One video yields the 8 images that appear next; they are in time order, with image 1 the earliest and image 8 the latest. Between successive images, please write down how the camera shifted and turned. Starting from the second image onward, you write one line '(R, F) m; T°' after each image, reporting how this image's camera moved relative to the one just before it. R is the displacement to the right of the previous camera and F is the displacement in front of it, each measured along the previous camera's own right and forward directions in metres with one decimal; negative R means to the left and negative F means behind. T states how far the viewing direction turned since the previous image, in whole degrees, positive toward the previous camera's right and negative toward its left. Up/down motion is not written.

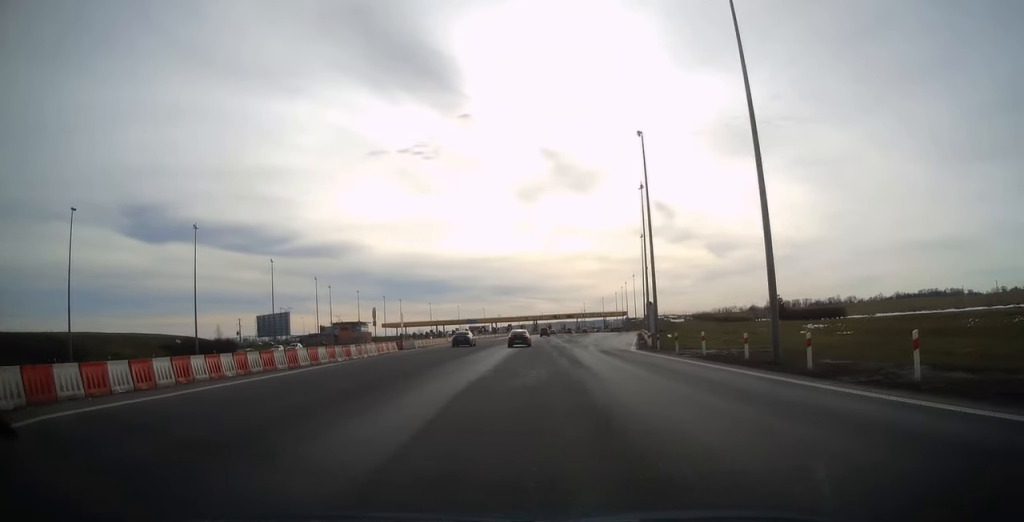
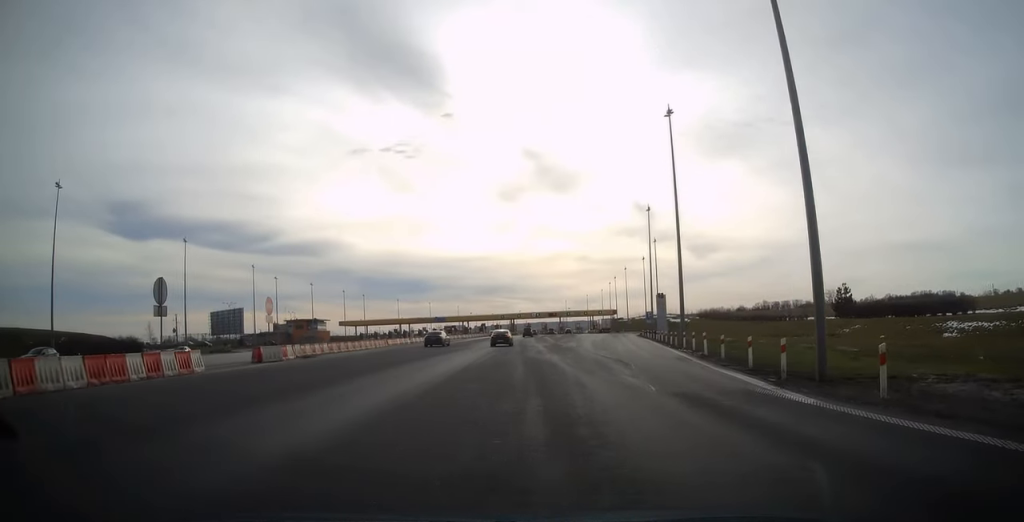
(+0.5, +25.9) m; +2°
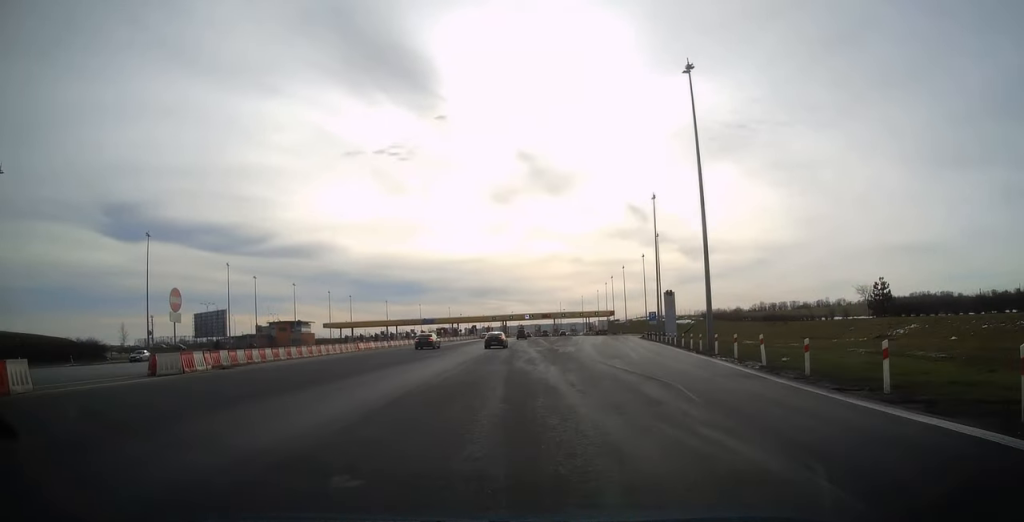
(0.0, +8.9) m; +1°
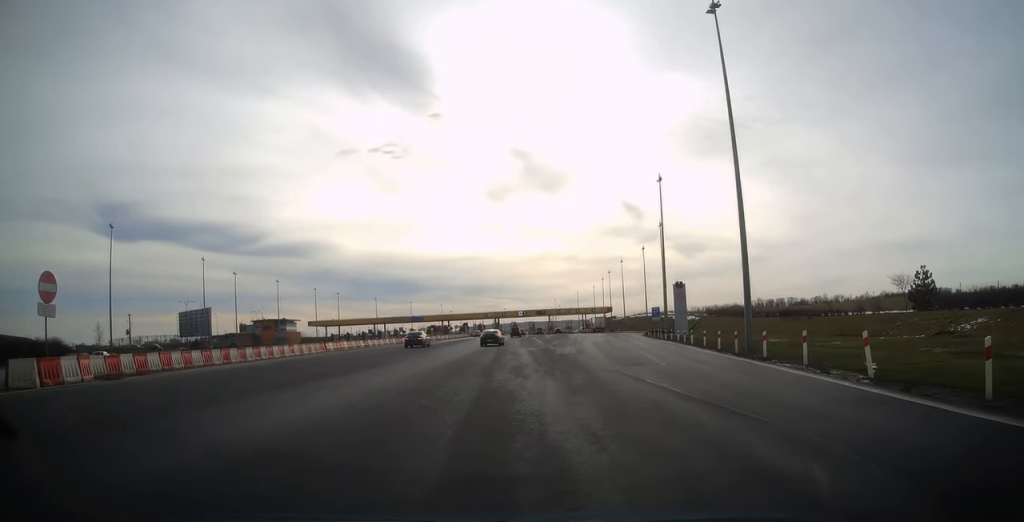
(0.0, +7.8) m; 0°
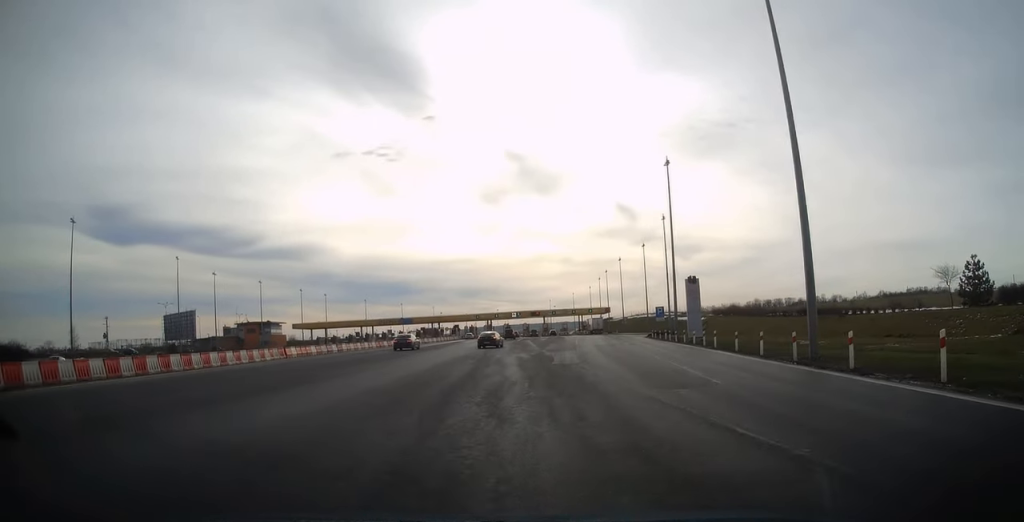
(+0.1, +7.5) m; 0°
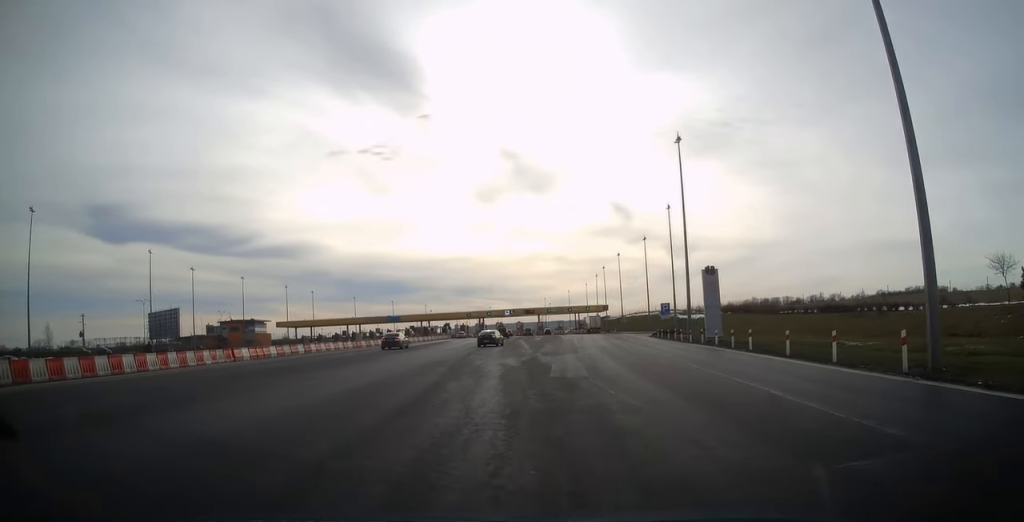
(0.0, +7.5) m; +1°
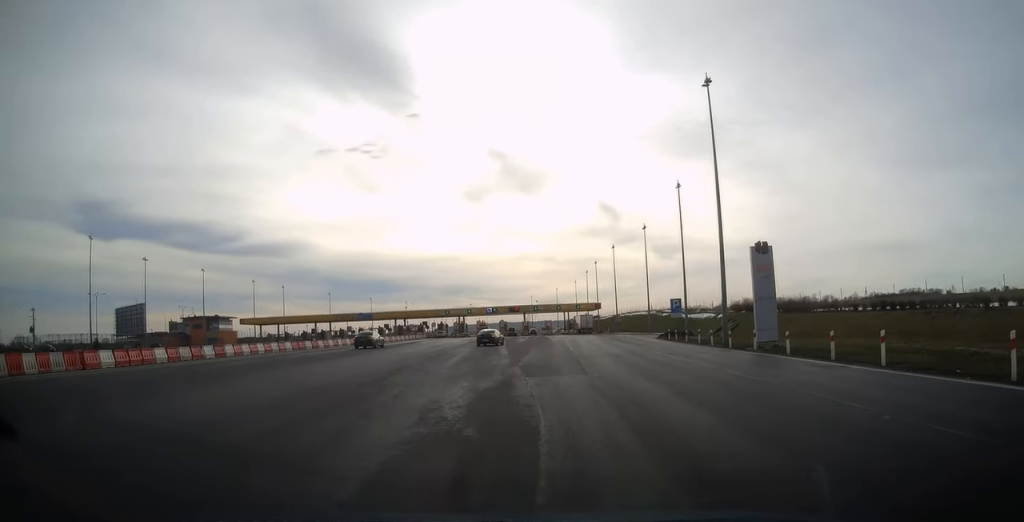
(+0.1, +13.7) m; +1°
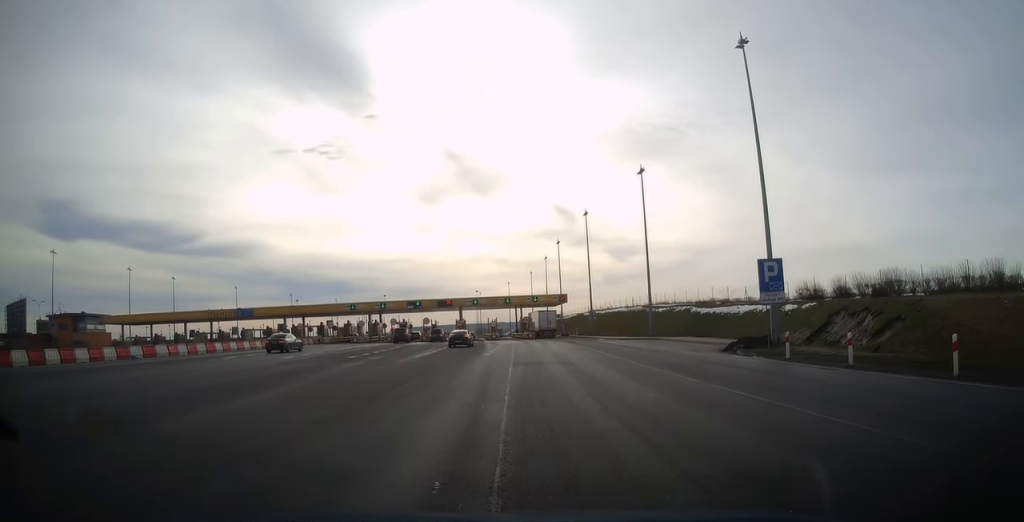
(+1.5, +38.9) m; +4°
